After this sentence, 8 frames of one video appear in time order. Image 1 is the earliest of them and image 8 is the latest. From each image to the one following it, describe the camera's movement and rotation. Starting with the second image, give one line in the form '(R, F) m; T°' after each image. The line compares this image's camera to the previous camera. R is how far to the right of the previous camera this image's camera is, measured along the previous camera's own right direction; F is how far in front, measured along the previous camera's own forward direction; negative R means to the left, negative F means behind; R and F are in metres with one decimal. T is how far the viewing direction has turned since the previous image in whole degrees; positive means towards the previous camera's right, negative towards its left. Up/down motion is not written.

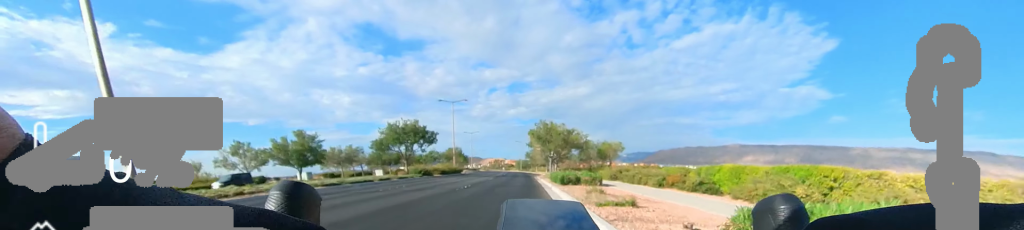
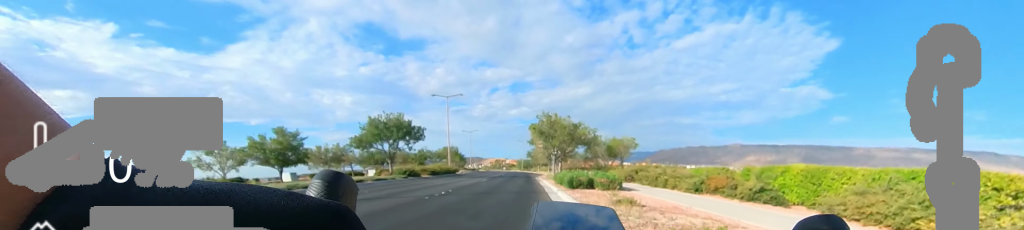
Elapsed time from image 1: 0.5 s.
(+0.2, +3.9) m; 0°
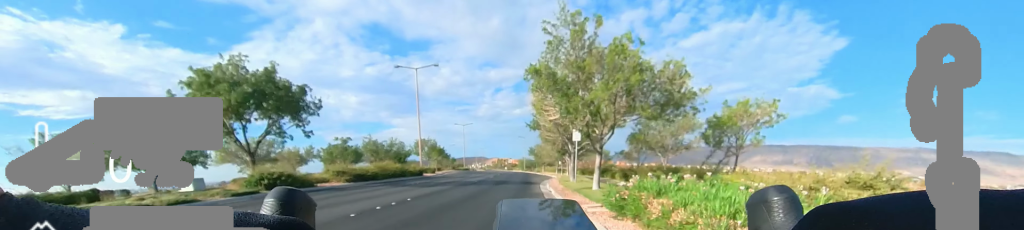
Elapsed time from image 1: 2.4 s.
(+0.1, +15.4) m; +8°
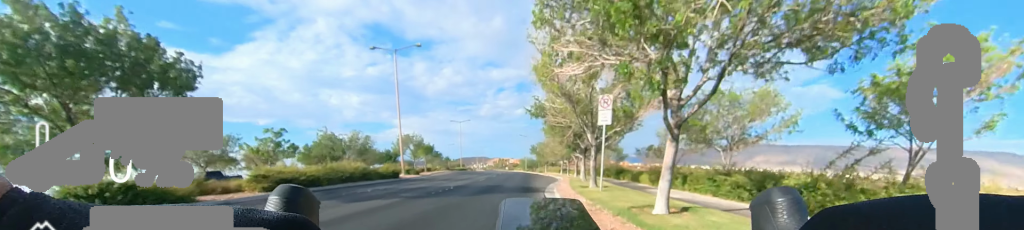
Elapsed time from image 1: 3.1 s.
(+0.5, +6.0) m; +2°
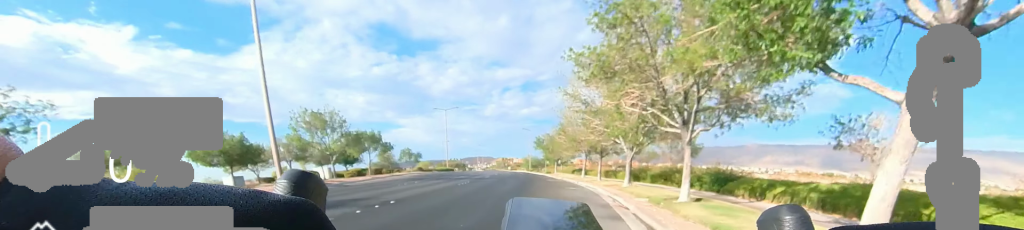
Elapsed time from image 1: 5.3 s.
(-1.9, +17.5) m; -16°
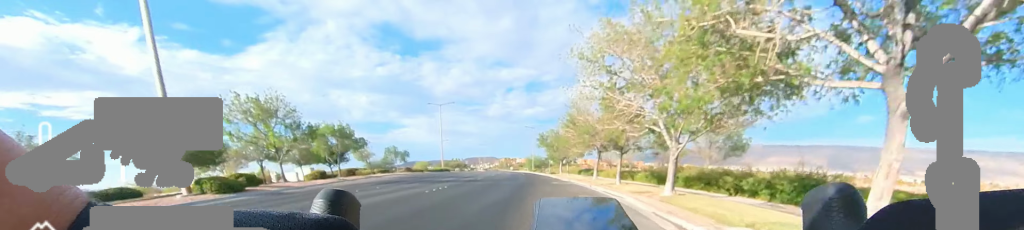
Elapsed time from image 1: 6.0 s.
(-0.1, +5.3) m; -3°
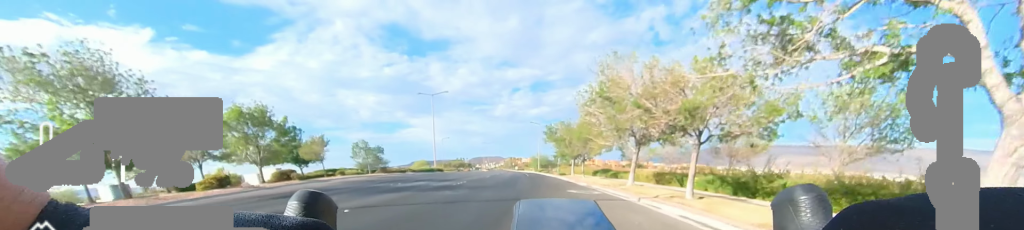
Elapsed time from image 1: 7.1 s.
(-0.5, +8.5) m; +3°
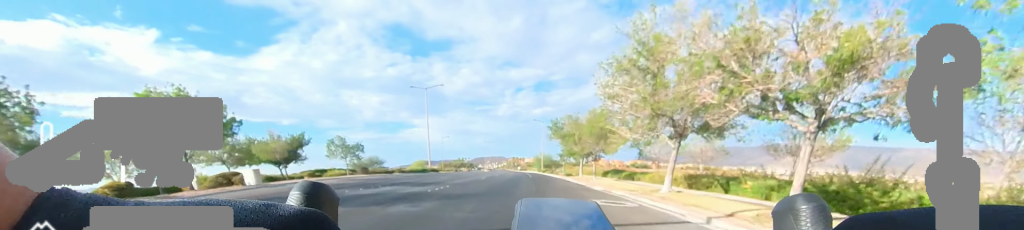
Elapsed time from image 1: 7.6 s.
(+0.6, +4.4) m; +4°
